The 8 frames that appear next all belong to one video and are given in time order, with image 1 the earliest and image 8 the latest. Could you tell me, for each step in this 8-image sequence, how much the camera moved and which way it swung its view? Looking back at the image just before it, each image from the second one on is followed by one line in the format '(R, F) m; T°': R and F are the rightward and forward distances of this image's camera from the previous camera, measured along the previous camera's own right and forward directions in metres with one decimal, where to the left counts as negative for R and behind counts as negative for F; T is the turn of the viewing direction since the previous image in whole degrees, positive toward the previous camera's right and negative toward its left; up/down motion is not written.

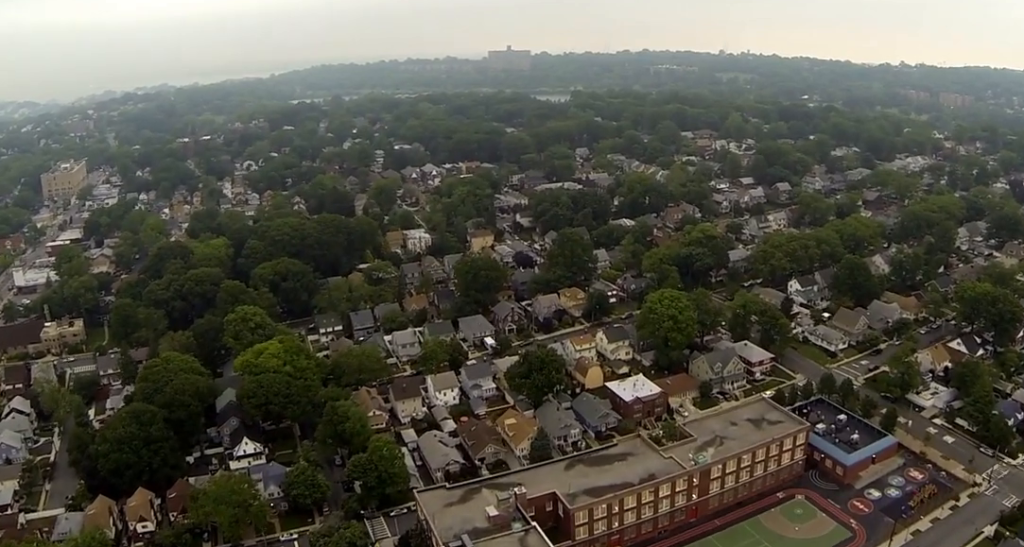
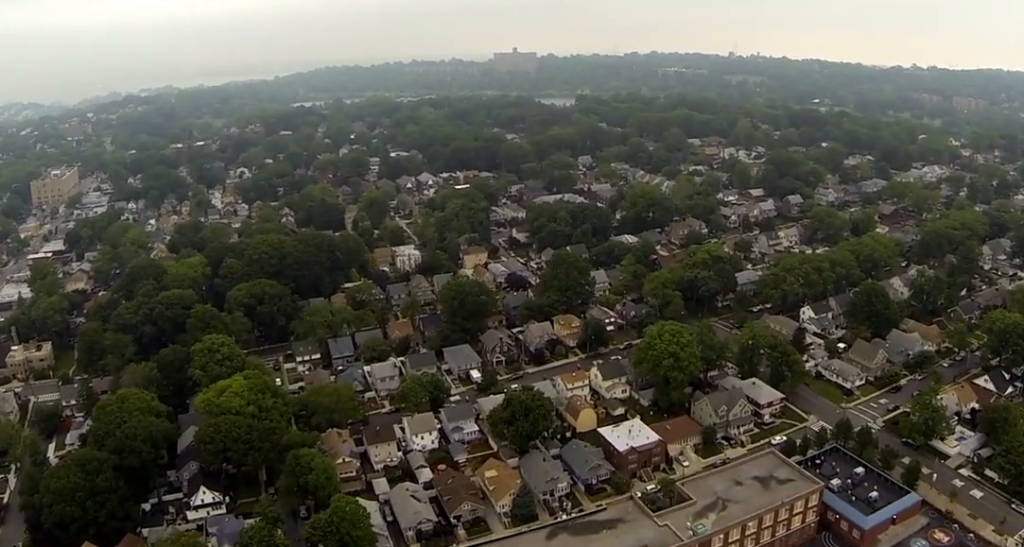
(-0.1, +22.9) m; 0°
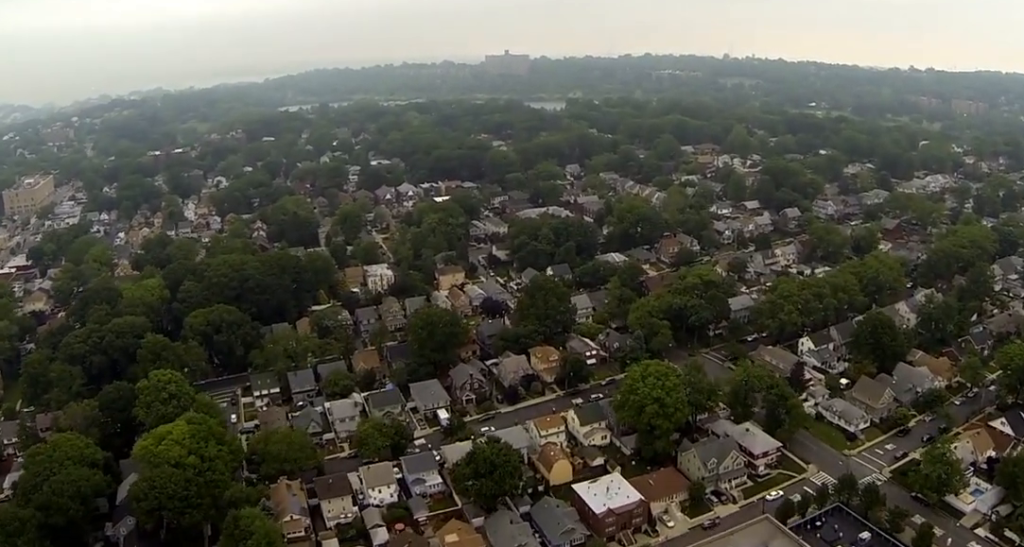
(+0.1, +23.7) m; 0°
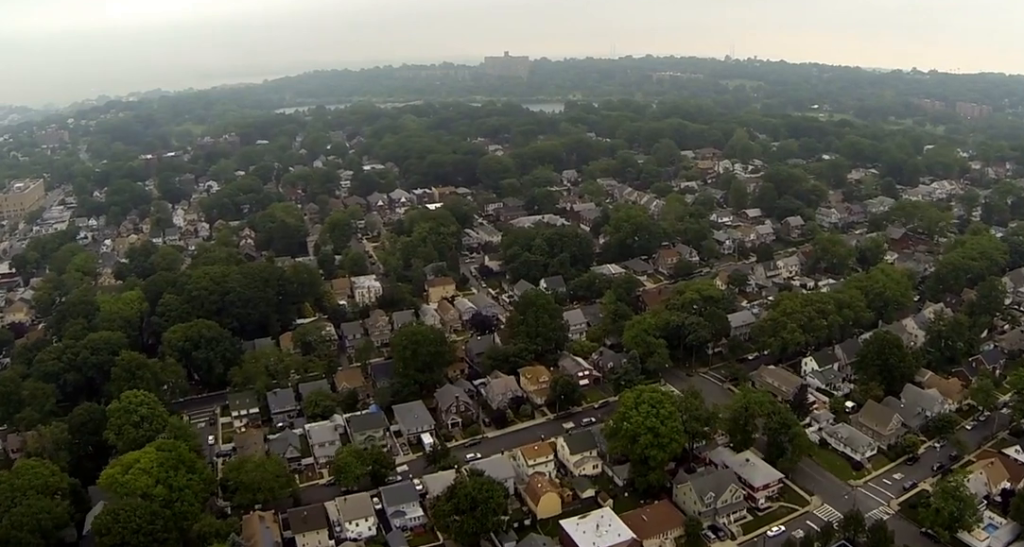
(0.0, +13.0) m; 0°
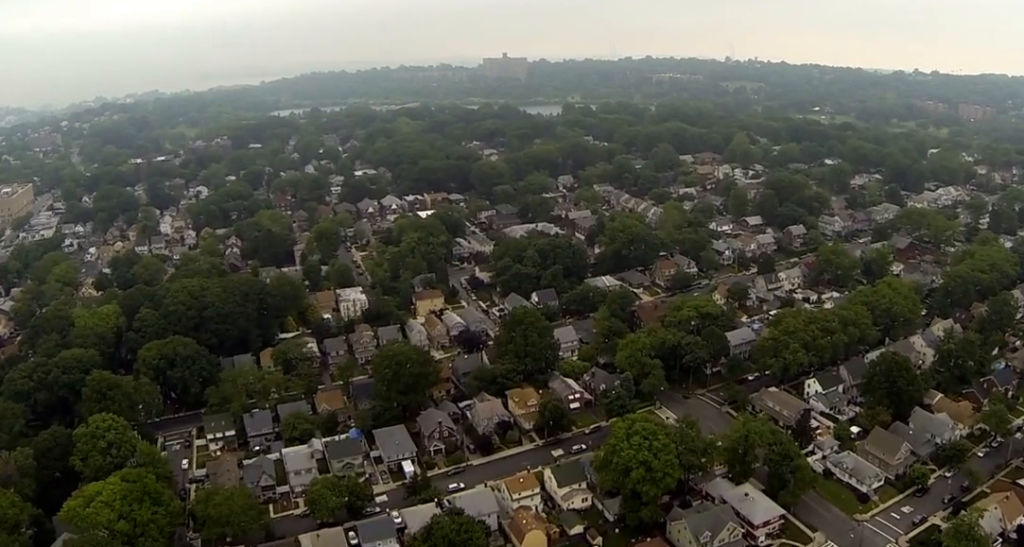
(0.0, +13.6) m; 0°
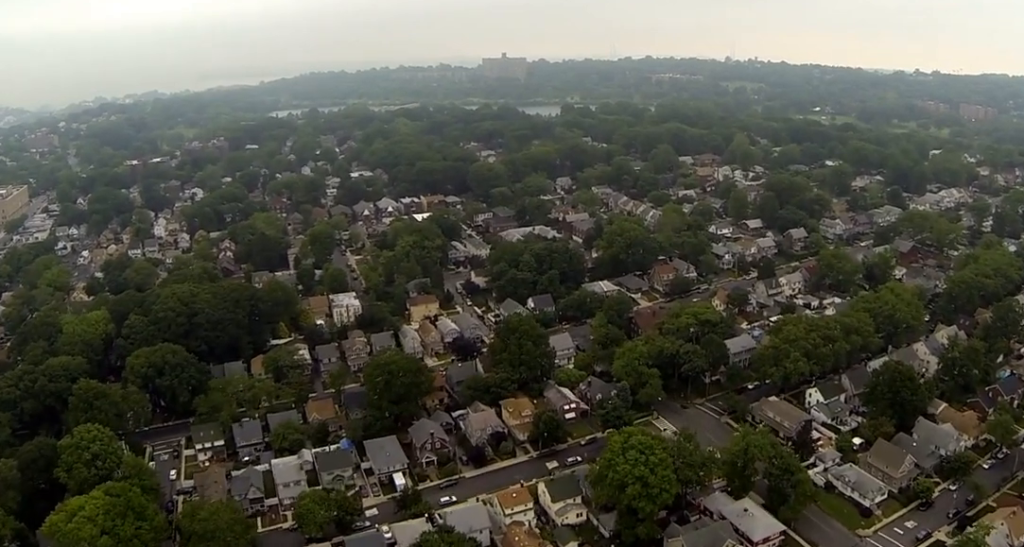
(0.0, +5.8) m; 0°
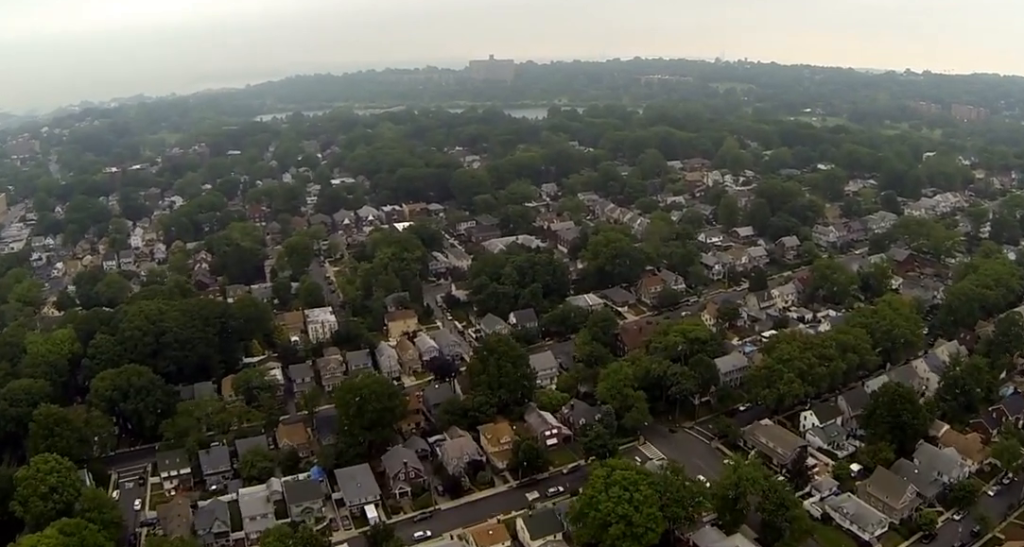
(0.0, +12.7) m; 0°
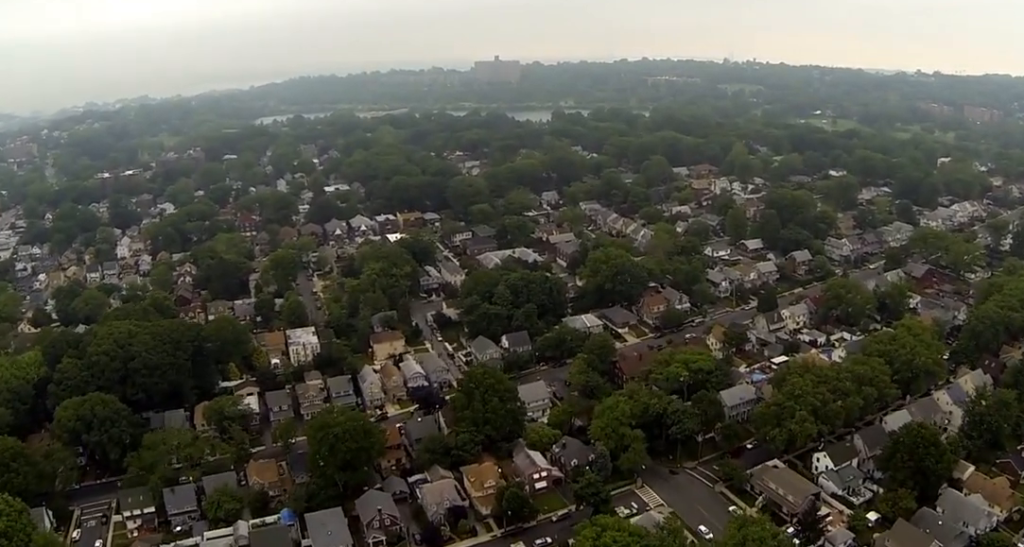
(+0.1, +19.4) m; 0°
